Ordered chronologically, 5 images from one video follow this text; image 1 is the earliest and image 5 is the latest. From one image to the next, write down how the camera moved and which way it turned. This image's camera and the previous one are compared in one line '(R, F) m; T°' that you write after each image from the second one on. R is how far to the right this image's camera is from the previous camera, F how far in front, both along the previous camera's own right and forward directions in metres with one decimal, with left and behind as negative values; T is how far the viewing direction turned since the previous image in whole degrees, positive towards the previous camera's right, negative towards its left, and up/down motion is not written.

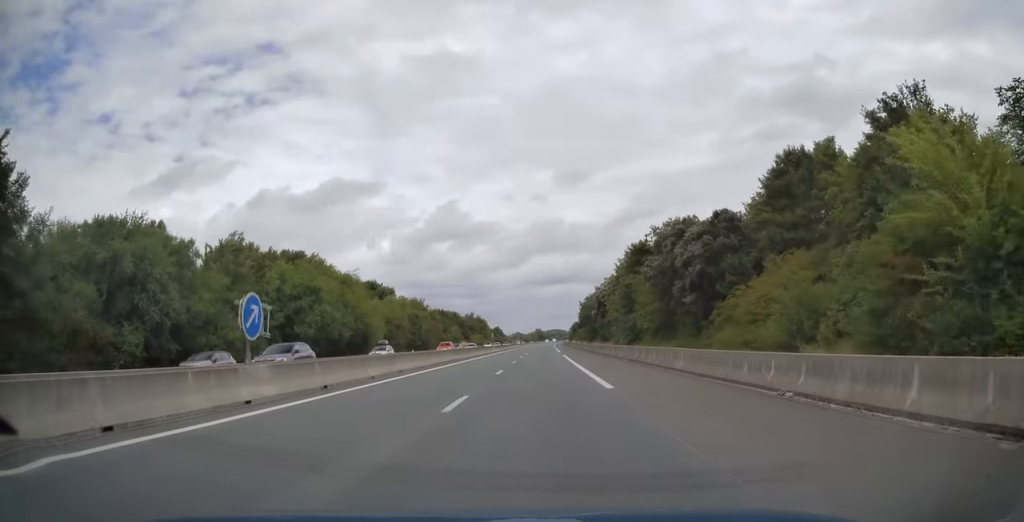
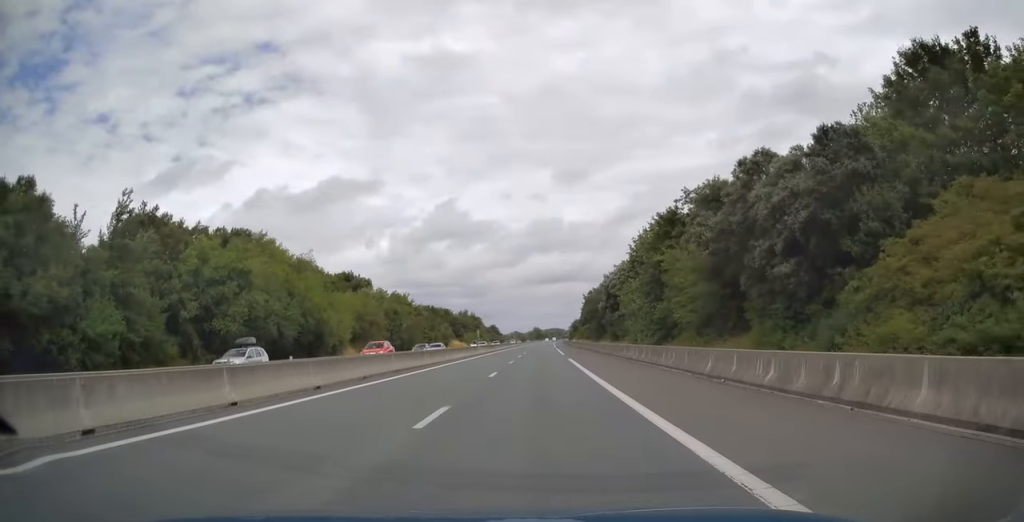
(+0.1, +15.6) m; 0°
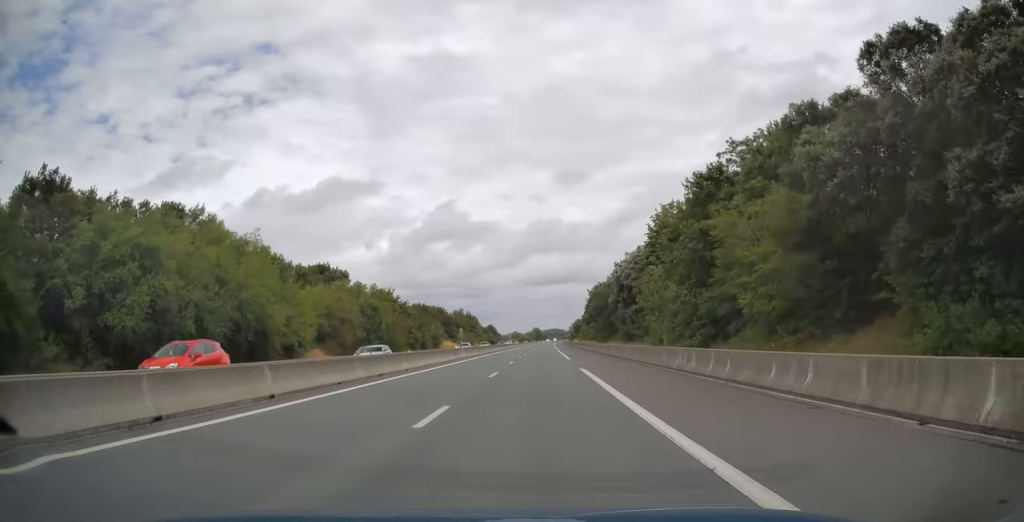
(0.0, +13.0) m; 0°
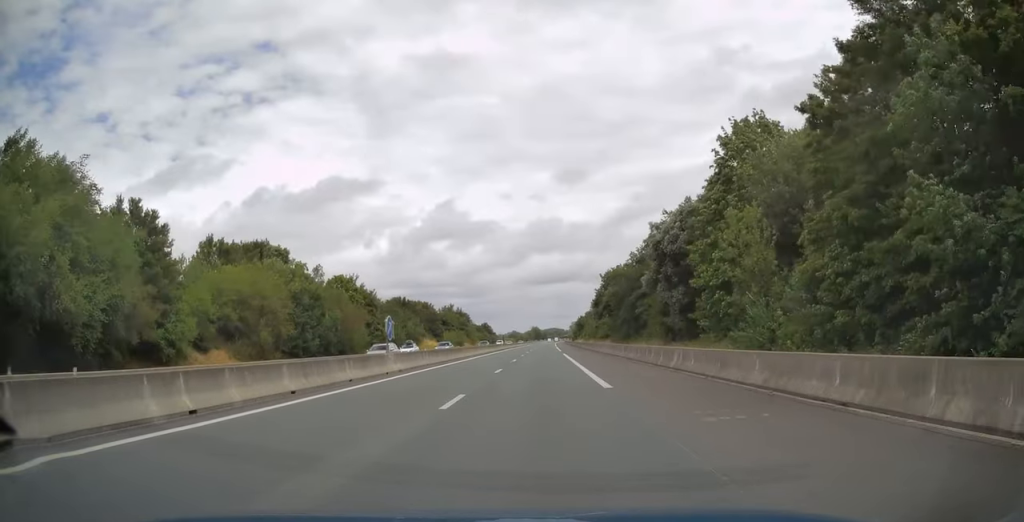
(+0.2, +23.7) m; 0°
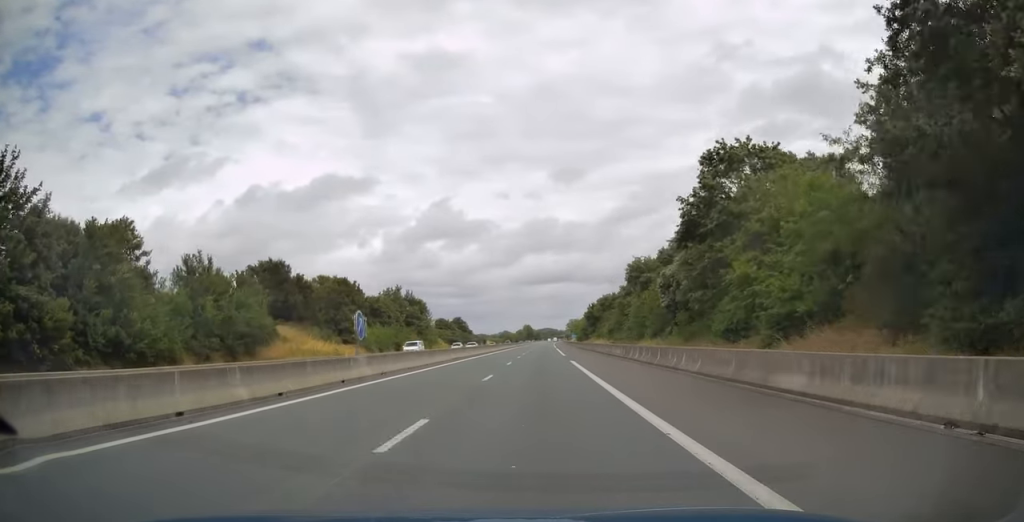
(-0.4, +70.3) m; 0°
